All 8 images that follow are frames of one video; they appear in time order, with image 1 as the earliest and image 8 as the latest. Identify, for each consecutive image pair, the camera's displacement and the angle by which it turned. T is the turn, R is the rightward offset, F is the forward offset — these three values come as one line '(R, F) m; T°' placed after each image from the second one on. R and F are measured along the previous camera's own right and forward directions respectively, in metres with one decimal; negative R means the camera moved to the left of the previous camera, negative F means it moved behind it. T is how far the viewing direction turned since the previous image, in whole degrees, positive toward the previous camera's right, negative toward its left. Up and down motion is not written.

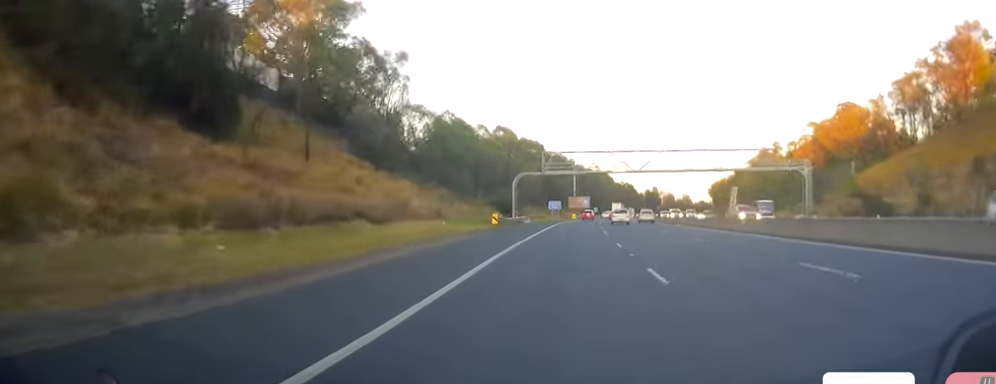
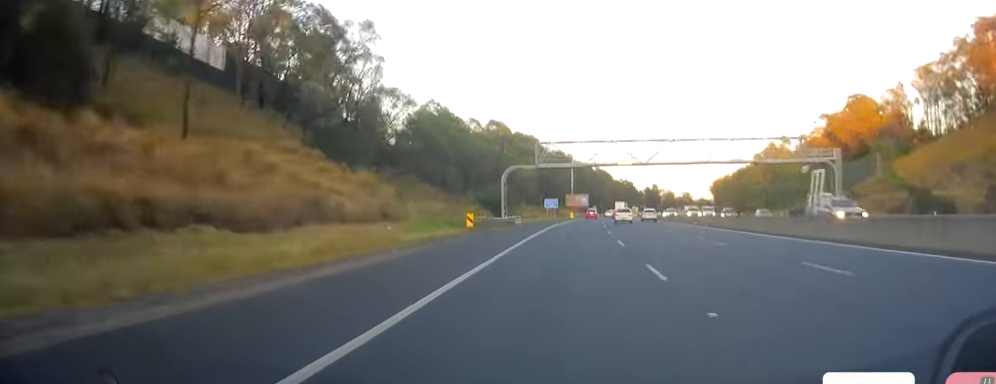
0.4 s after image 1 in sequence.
(0.0, +11.5) m; 0°
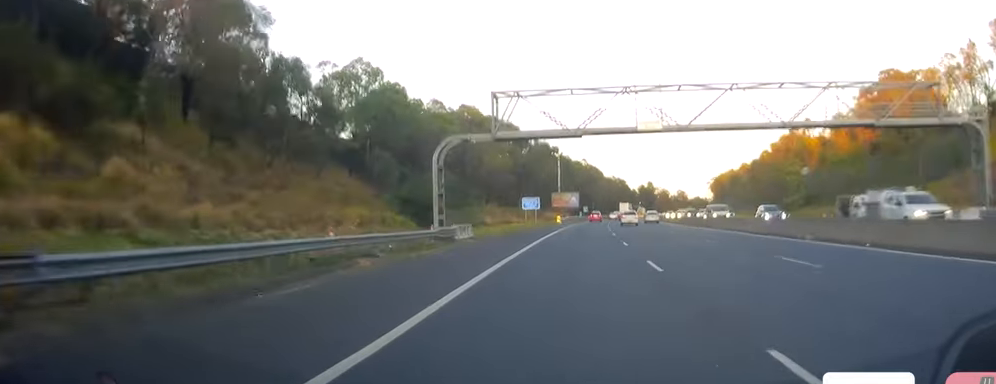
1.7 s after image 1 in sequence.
(+0.1, +33.5) m; 0°
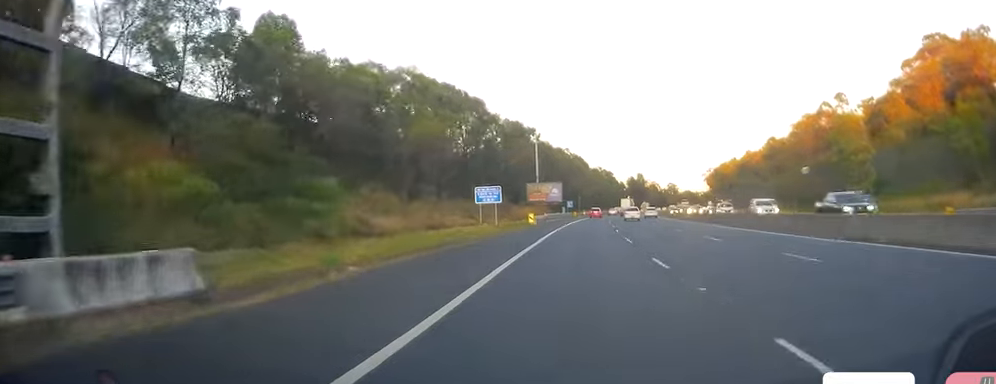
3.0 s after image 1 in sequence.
(+0.3, +35.2) m; +2°
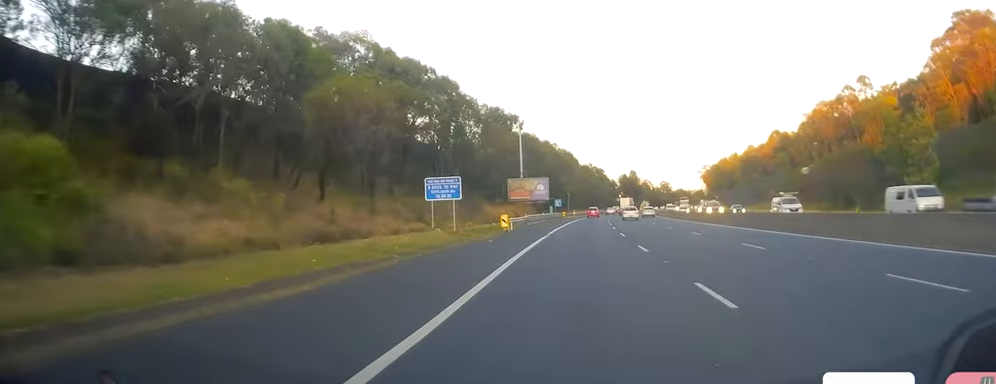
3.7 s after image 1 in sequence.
(+0.3, +18.4) m; +1°
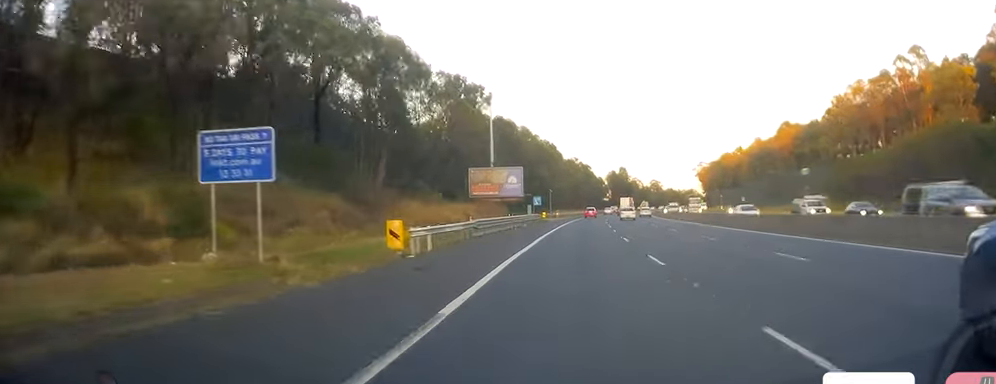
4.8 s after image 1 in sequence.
(0.0, +28.1) m; +1°
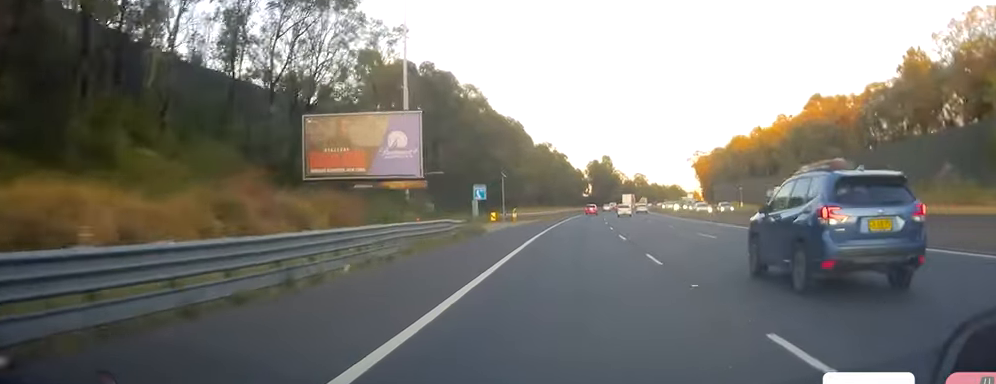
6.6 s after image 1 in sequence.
(+0.2, +47.5) m; +1°
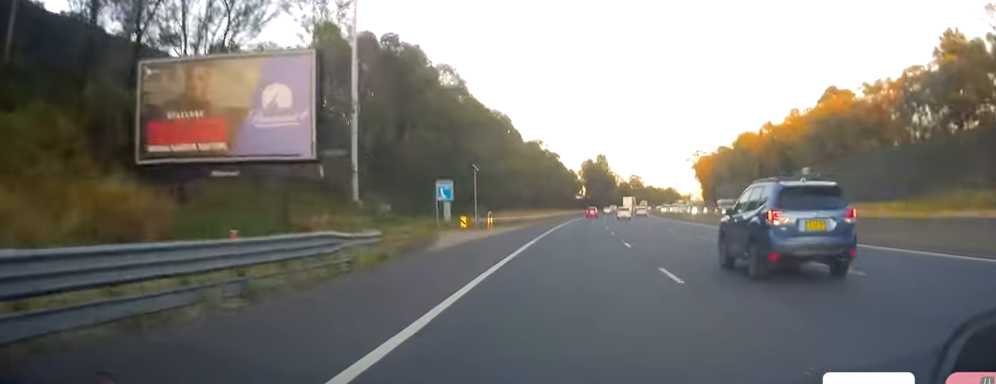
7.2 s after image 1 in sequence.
(+0.4, +15.1) m; +1°
